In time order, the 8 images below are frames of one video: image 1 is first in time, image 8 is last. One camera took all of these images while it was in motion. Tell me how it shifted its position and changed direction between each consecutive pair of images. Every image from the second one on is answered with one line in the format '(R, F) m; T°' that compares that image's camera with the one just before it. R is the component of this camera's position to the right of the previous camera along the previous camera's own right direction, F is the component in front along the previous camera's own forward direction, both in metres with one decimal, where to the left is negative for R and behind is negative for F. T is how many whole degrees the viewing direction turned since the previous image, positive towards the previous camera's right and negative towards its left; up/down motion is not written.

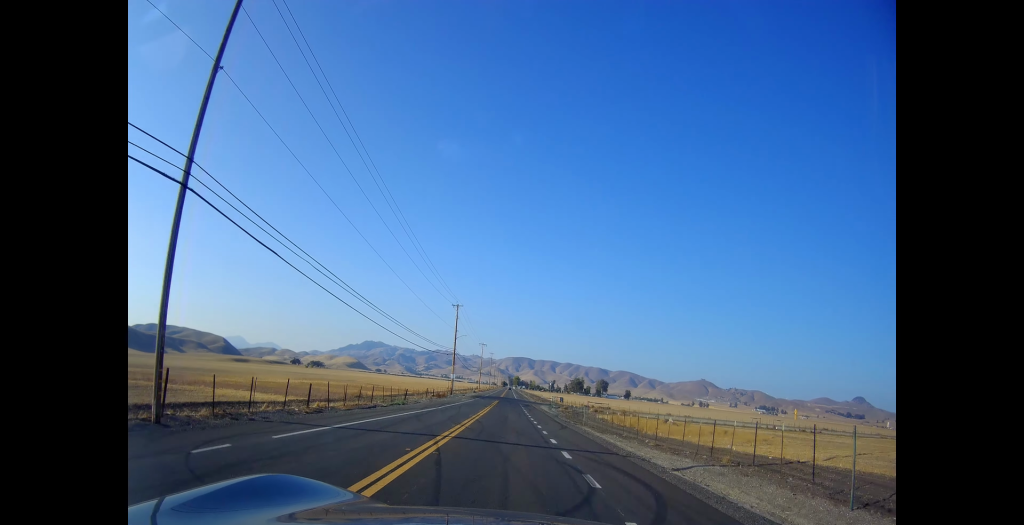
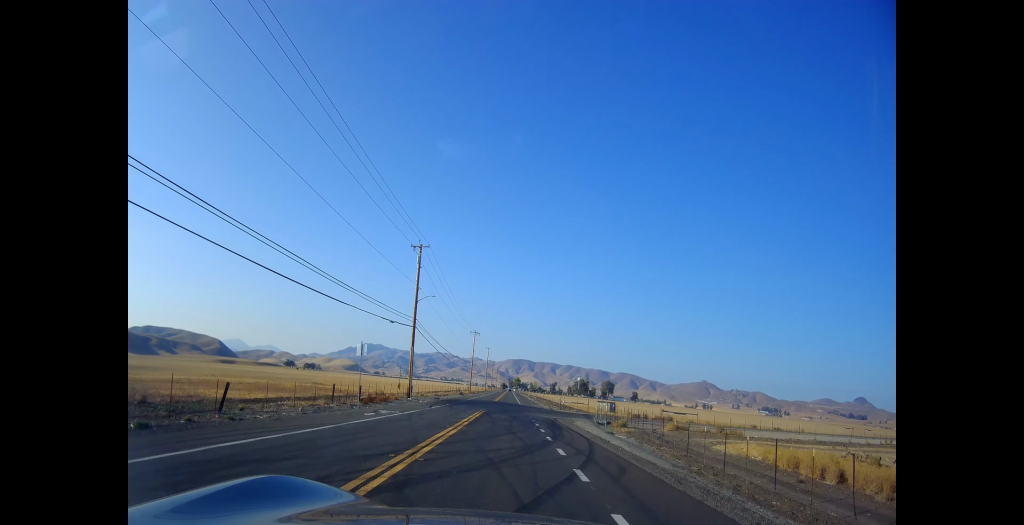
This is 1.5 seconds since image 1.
(+0.1, +39.1) m; +2°
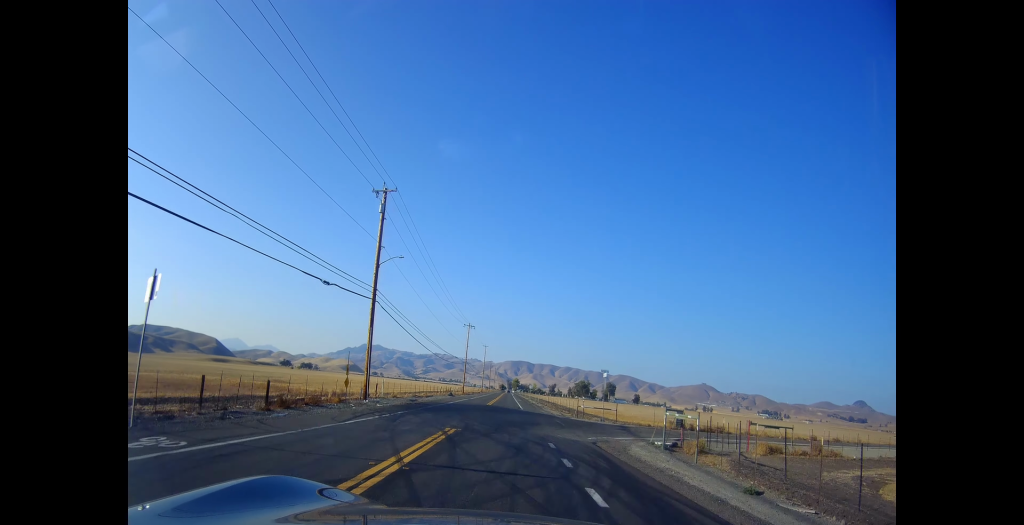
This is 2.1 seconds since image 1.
(+0.6, +16.2) m; 0°
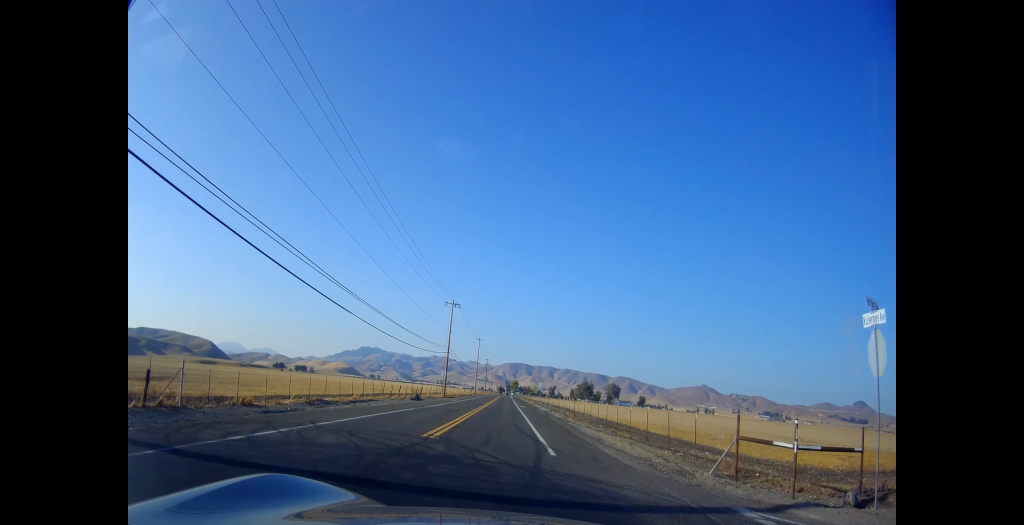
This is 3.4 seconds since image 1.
(-0.5, +32.3) m; -2°
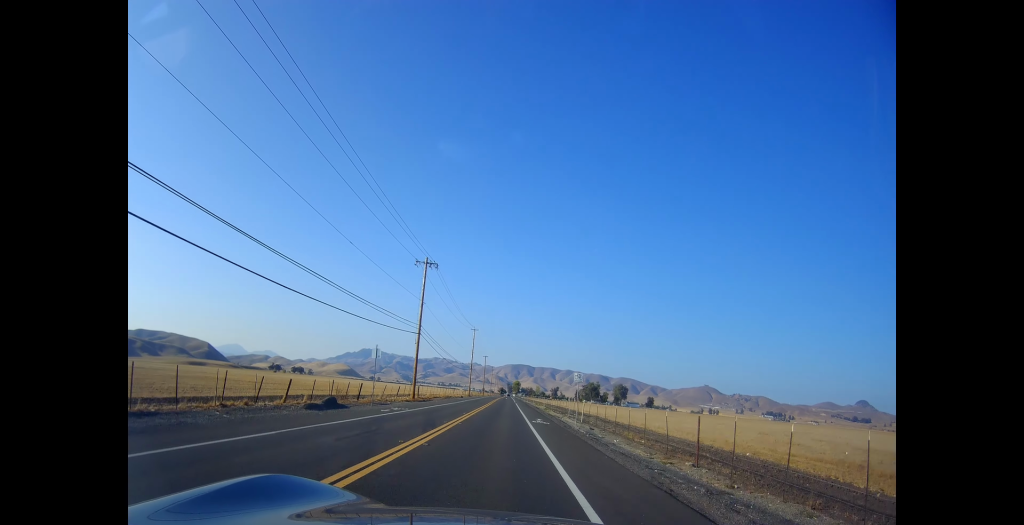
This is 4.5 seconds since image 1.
(-0.1, +29.9) m; 0°
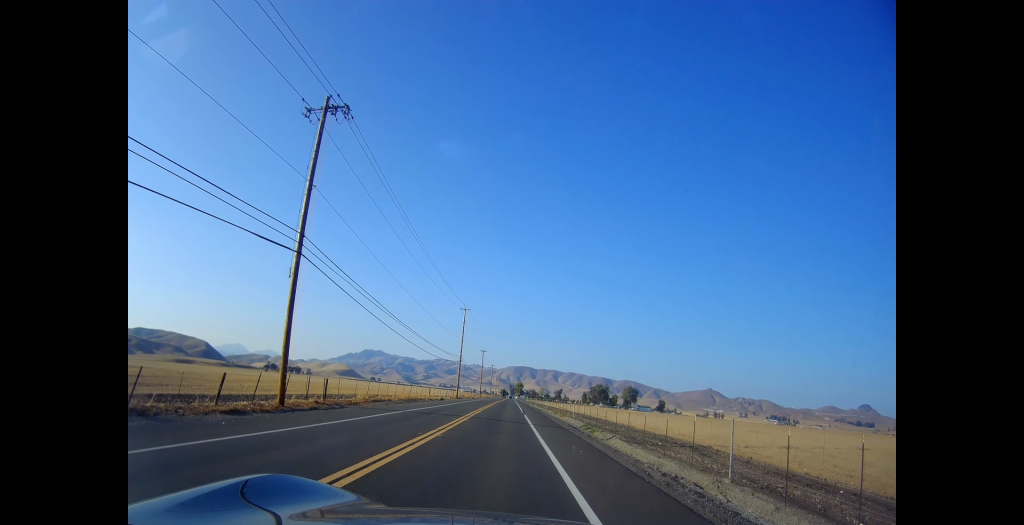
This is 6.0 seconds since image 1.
(0.0, +36.0) m; 0°
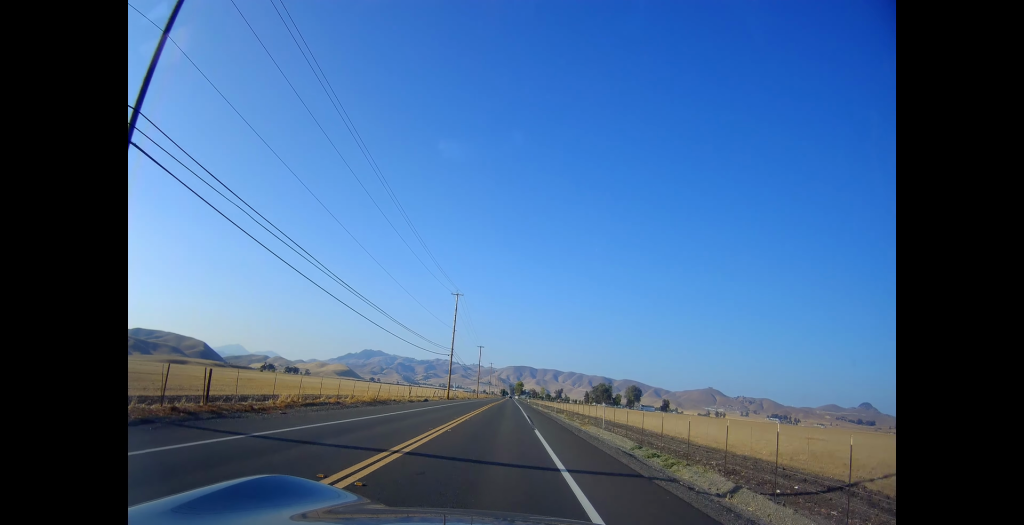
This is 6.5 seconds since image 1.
(0.0, +14.8) m; 0°
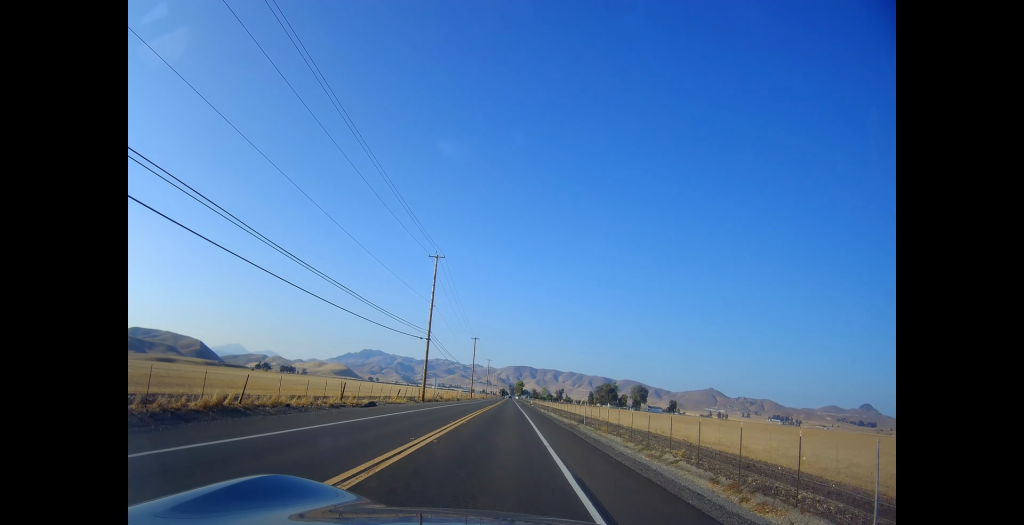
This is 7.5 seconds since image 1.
(0.0, +25.3) m; 0°
